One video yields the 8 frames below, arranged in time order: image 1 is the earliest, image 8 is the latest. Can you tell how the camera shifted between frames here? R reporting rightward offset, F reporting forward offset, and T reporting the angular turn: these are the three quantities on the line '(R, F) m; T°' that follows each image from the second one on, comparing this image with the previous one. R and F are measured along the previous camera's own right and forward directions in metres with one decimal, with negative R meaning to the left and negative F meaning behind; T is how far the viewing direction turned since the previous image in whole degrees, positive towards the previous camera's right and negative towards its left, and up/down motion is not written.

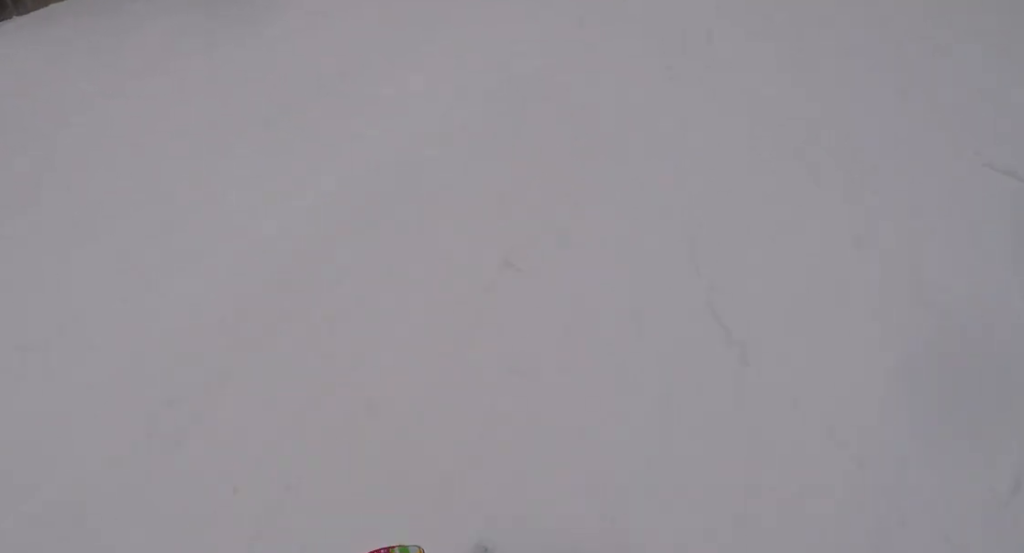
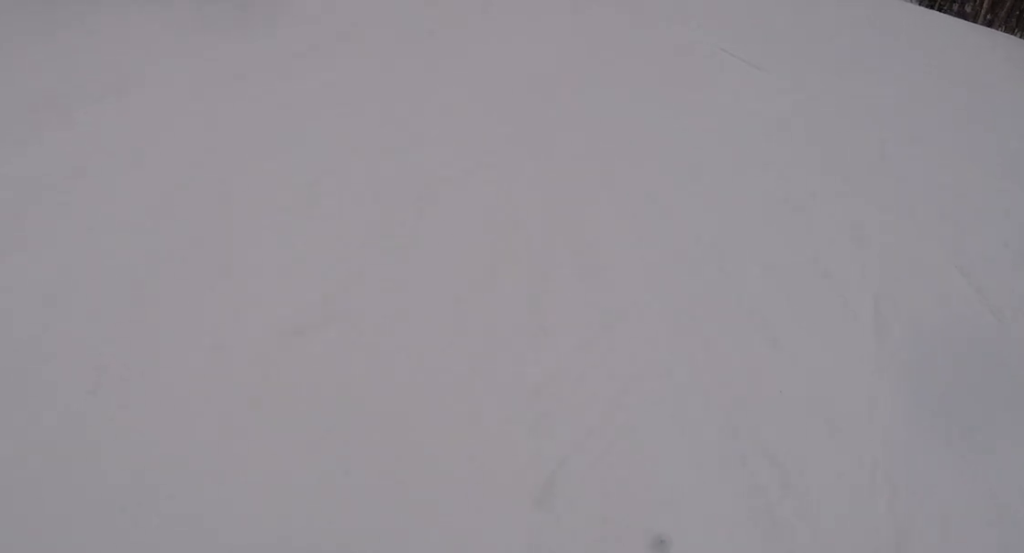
(-2.1, +10.5) m; -7°
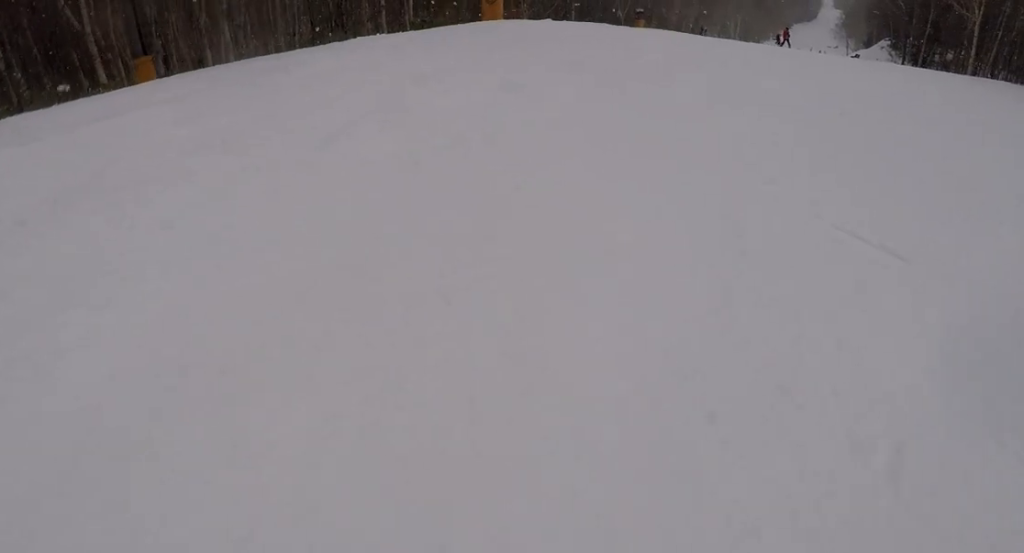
(-0.4, +2.7) m; +5°
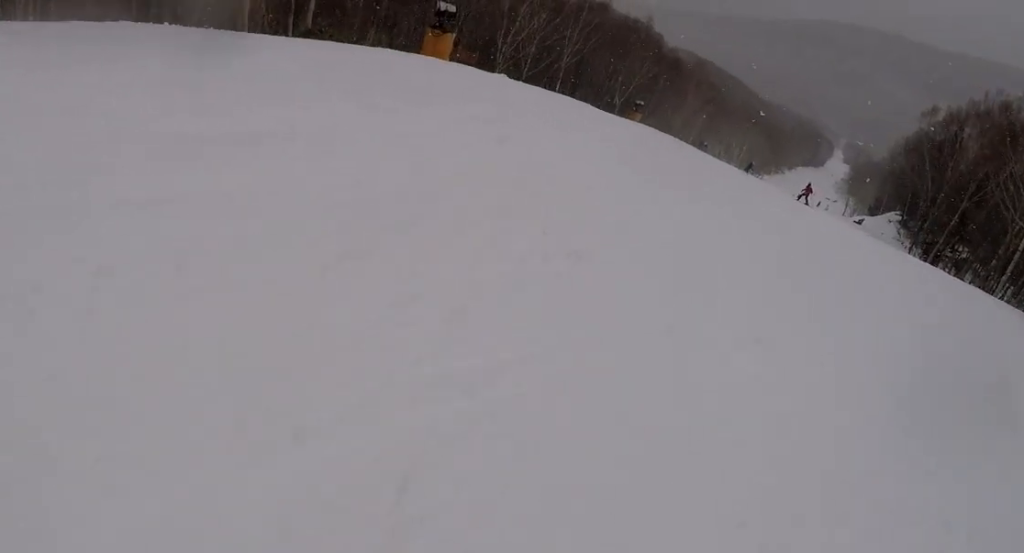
(+3.2, +11.4) m; +4°
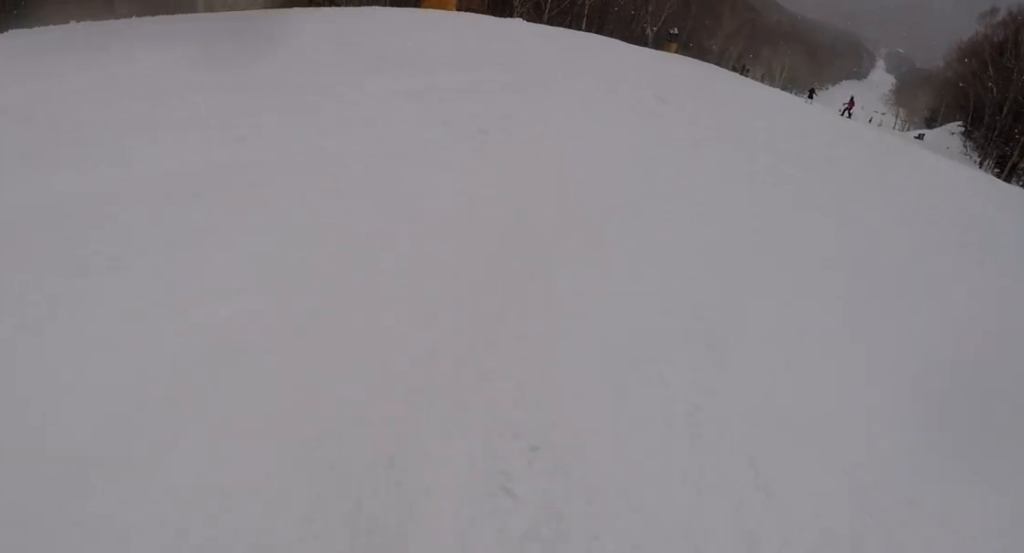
(-0.9, +3.7) m; -12°
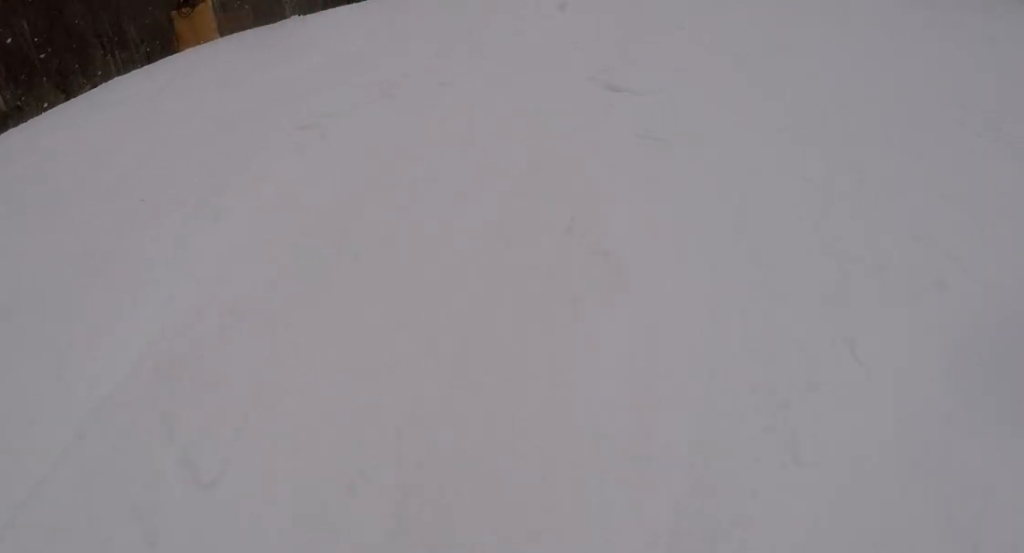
(-0.4, +5.4) m; +14°
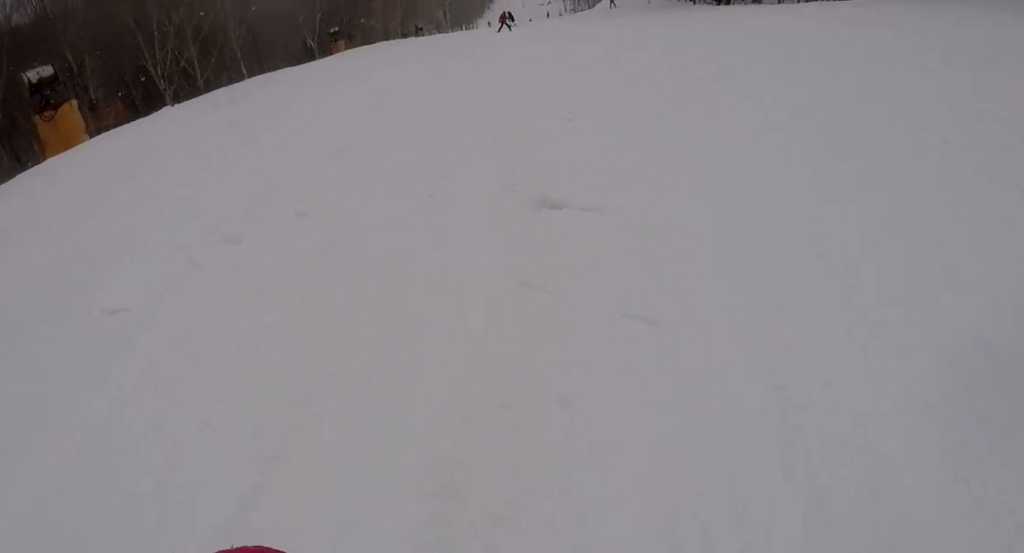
(+0.4, +2.0) m; +7°
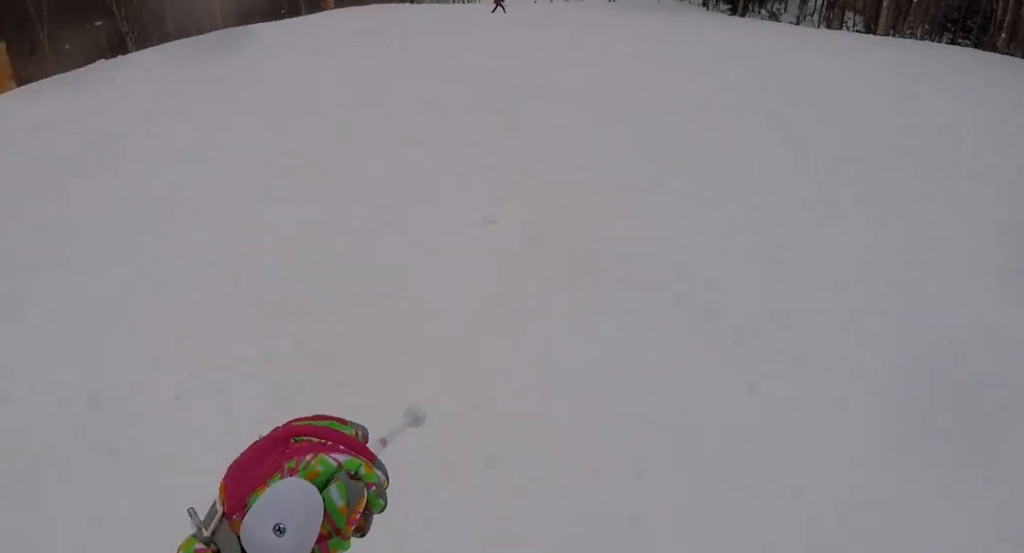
(+1.0, +2.9) m; +9°
